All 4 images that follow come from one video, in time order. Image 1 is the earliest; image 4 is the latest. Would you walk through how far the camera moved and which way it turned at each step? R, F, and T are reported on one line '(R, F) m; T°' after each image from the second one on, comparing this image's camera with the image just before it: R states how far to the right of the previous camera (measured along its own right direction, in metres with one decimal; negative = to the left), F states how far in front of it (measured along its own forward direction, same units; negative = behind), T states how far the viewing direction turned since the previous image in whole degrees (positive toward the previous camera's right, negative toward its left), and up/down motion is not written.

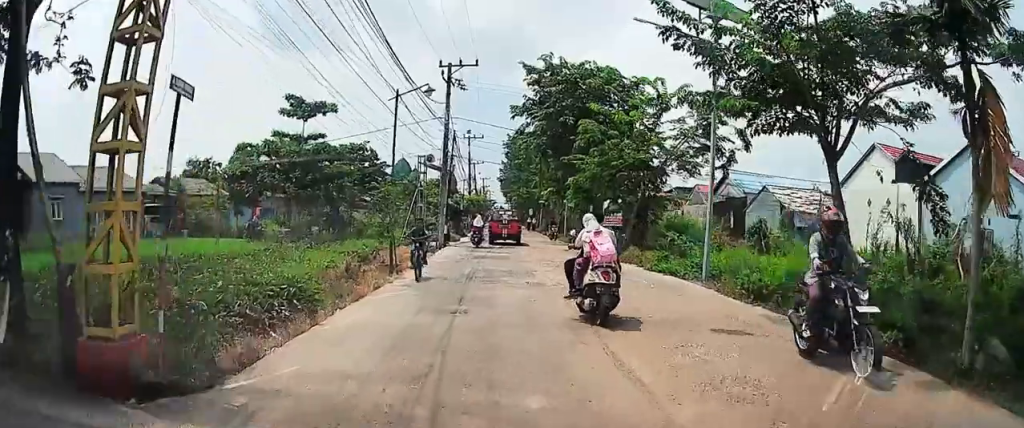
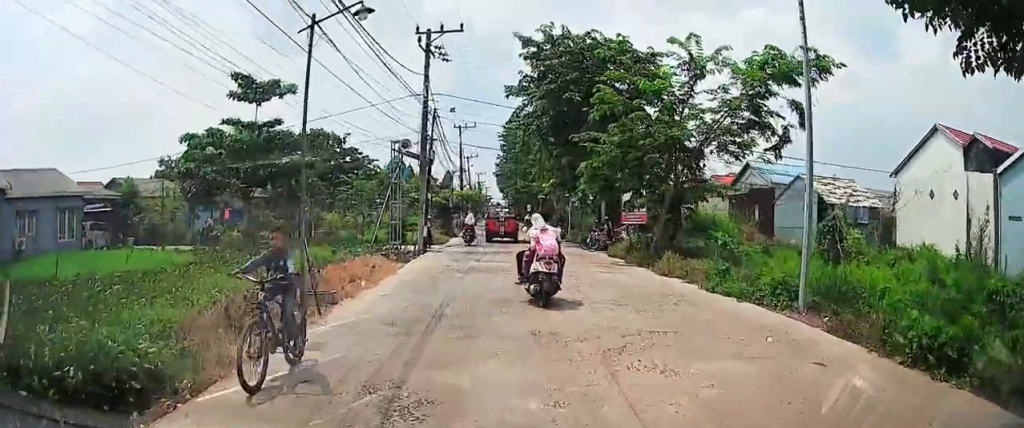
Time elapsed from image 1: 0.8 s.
(0.0, +5.7) m; 0°
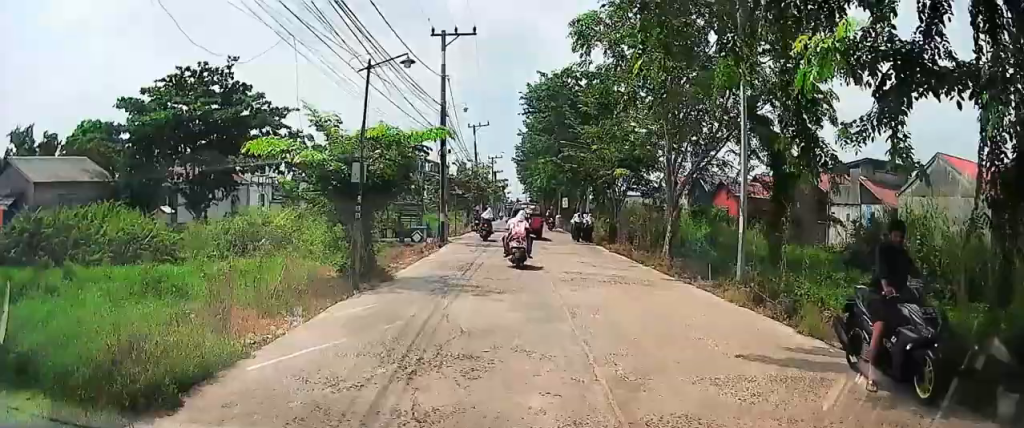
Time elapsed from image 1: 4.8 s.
(0.0, +29.8) m; 0°
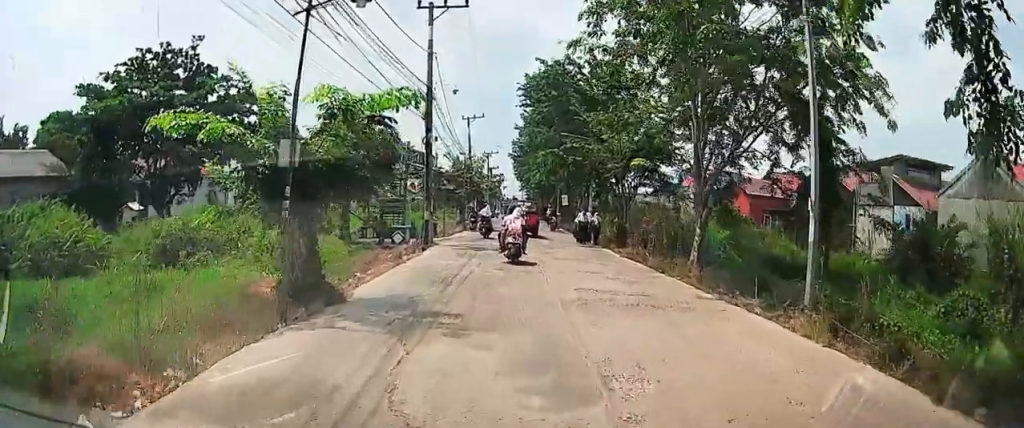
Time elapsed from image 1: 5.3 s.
(0.0, +3.5) m; 0°
